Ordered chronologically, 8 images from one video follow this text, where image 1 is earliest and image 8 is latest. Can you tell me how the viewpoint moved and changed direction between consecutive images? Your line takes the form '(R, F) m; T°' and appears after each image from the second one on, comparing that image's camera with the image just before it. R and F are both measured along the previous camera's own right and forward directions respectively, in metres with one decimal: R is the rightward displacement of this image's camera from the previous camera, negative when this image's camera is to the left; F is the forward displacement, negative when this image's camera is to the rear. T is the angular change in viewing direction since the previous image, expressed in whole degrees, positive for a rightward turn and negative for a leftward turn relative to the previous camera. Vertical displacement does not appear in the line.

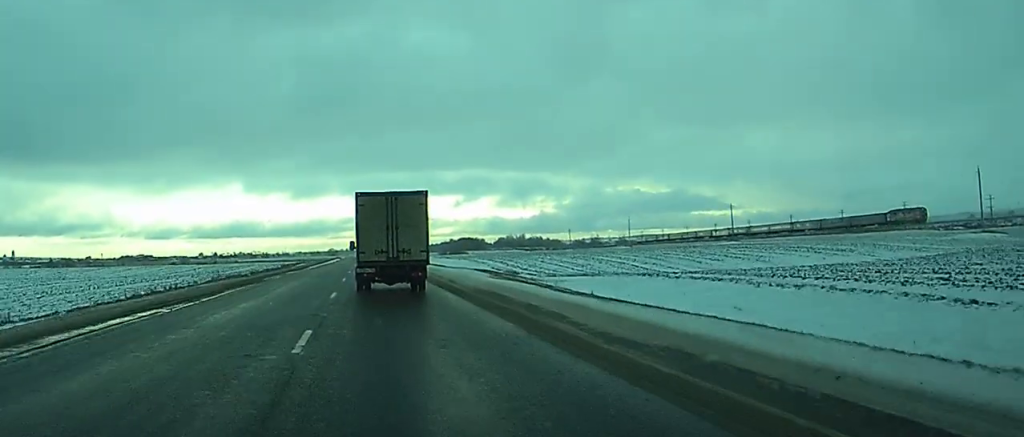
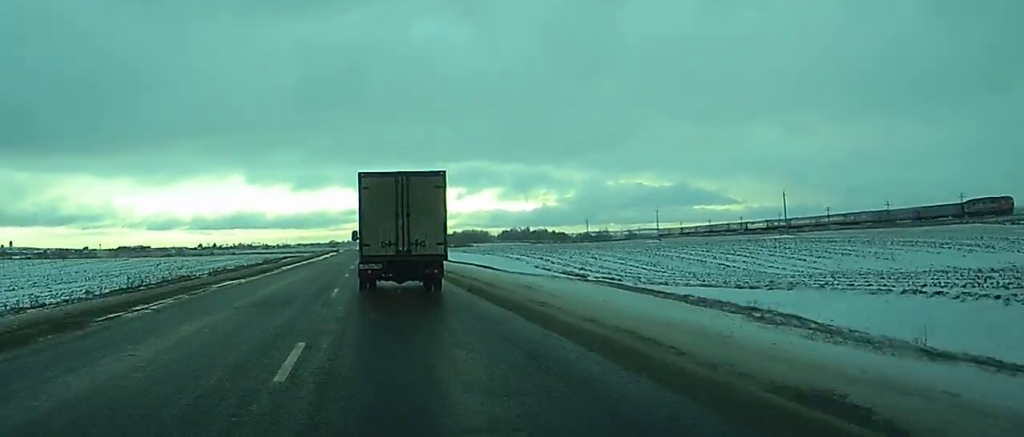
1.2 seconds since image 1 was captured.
(0.0, +25.8) m; 0°
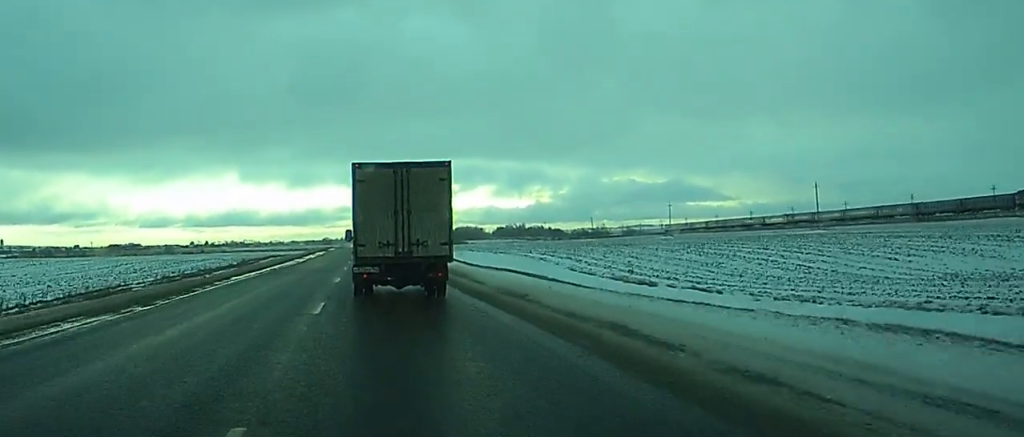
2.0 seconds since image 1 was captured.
(0.0, +16.5) m; 0°
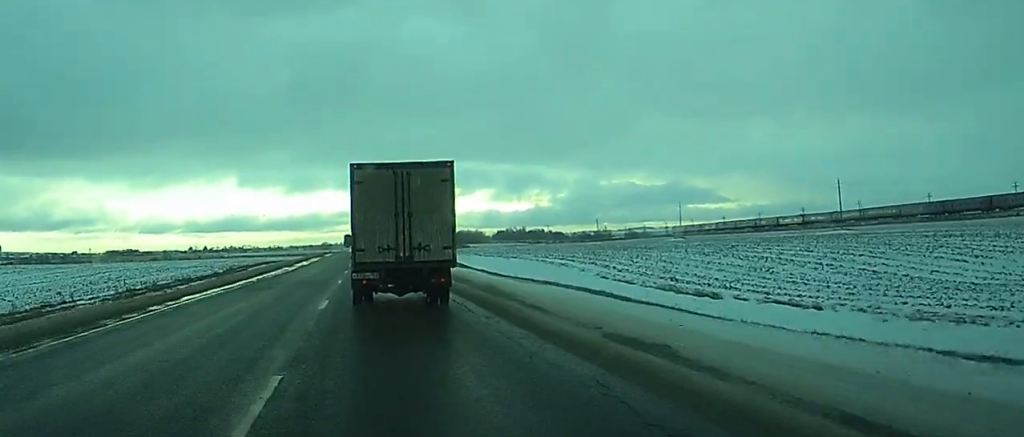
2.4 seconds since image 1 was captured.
(0.0, +9.3) m; 0°
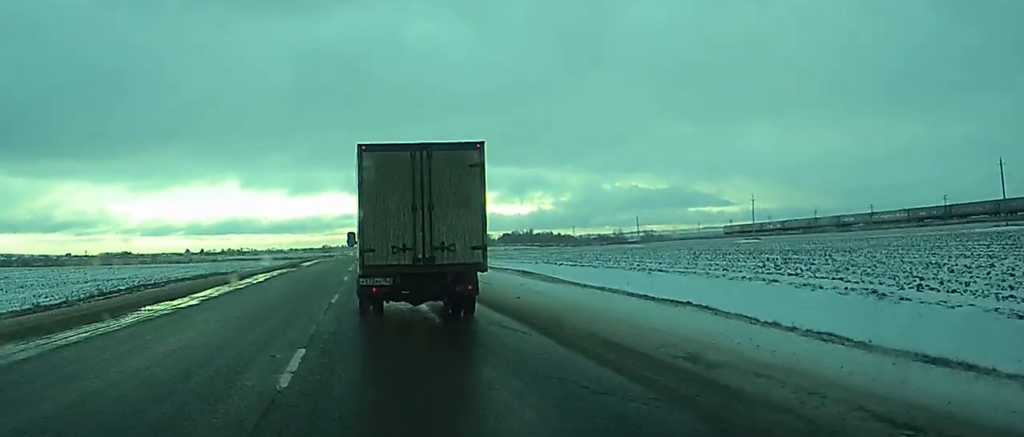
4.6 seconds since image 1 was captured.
(+0.1, +46.9) m; 0°
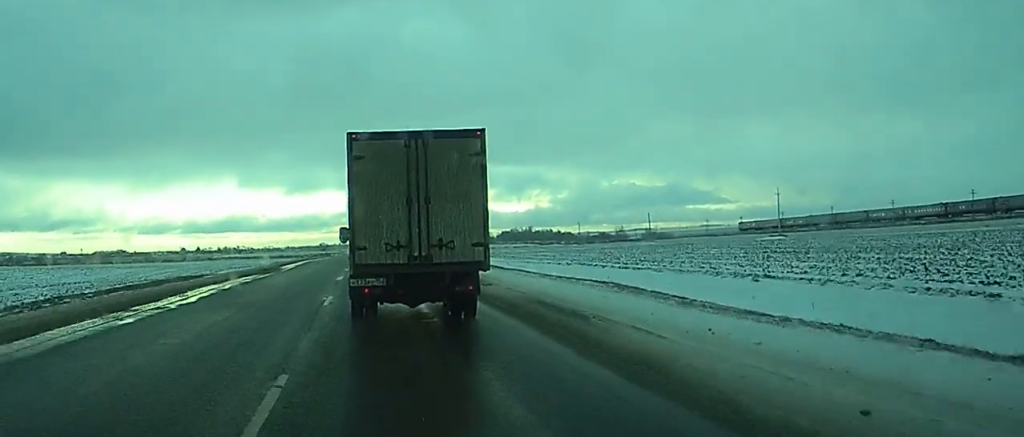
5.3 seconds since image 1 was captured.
(0.0, +13.7) m; 0°
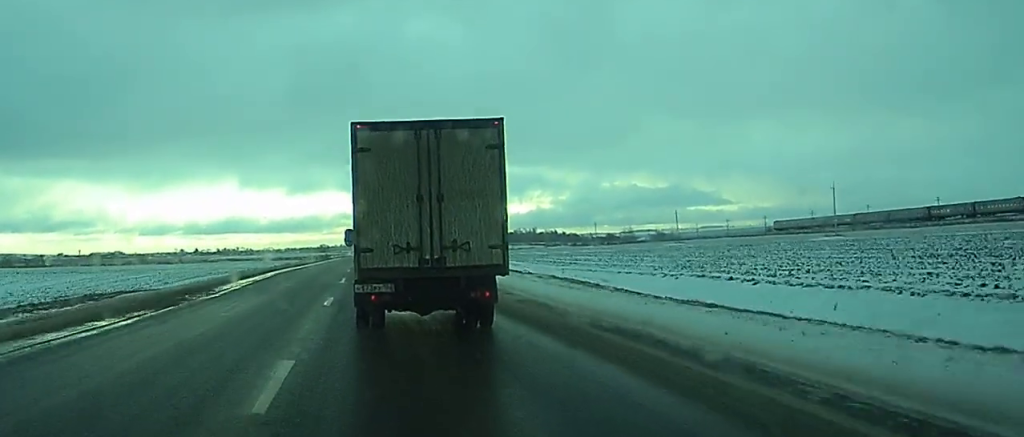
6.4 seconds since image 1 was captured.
(0.0, +23.1) m; 0°
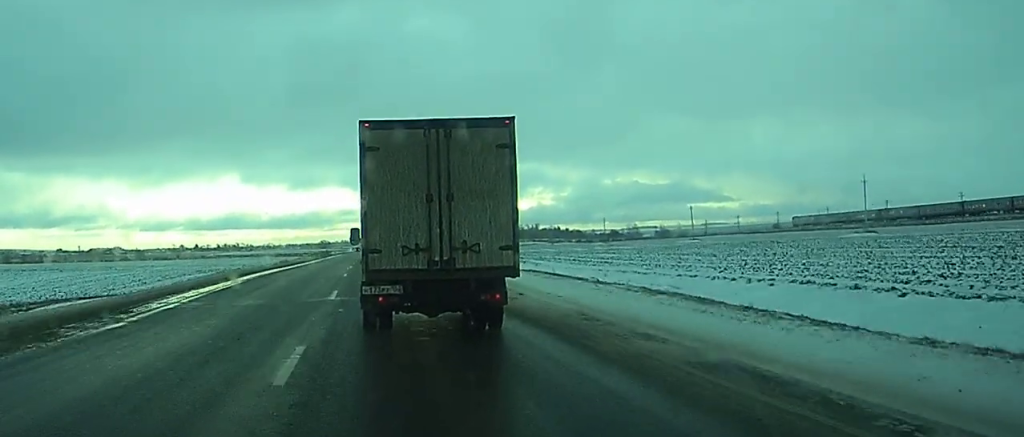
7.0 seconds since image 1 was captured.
(0.0, +10.8) m; +2°
